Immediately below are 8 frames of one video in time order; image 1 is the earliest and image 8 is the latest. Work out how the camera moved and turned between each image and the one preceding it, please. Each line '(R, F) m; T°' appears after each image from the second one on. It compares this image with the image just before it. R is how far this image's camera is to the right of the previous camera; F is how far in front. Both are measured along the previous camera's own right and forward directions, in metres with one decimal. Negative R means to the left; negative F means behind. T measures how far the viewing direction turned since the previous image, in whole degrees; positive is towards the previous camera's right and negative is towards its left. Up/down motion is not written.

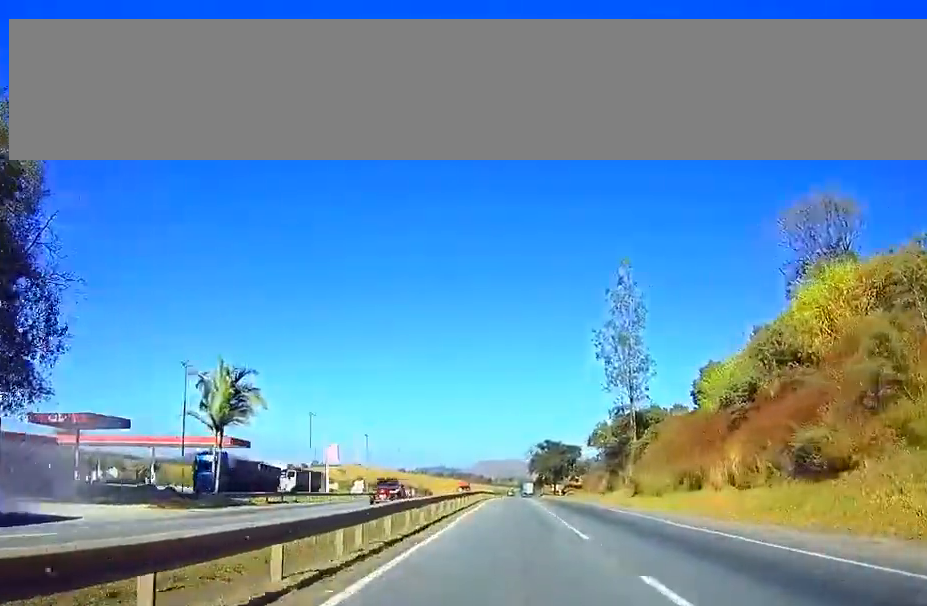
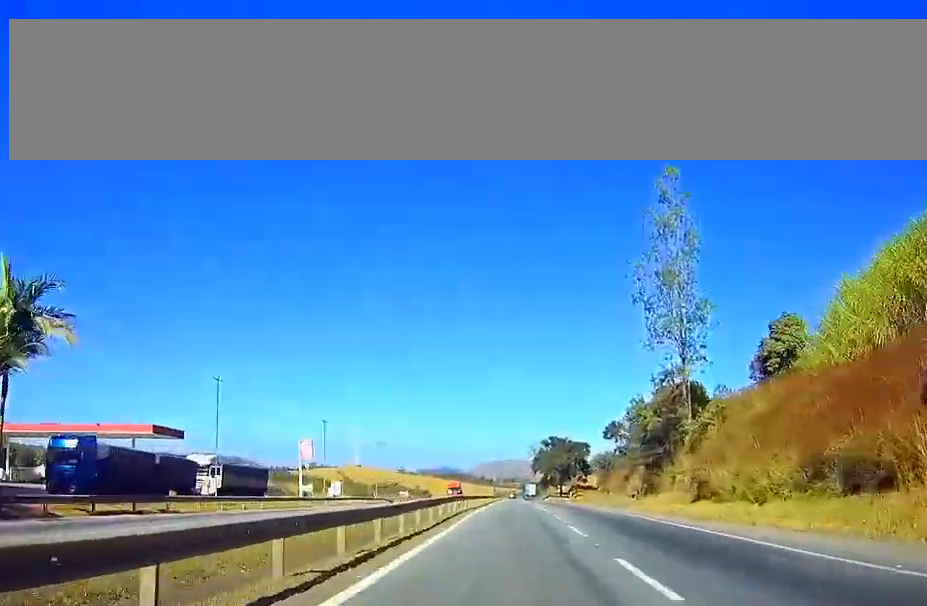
(0.0, +26.0) m; 0°
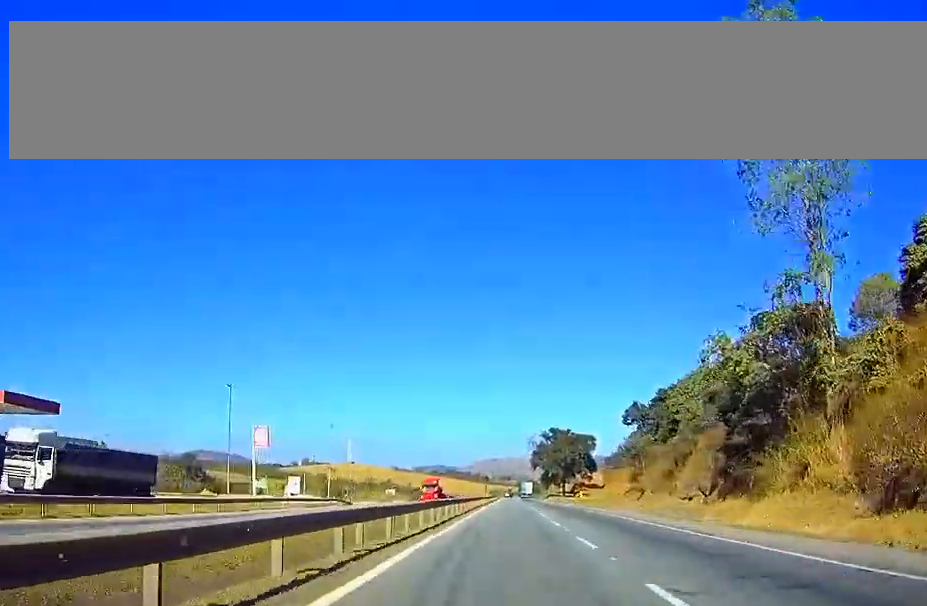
(0.0, +28.1) m; 0°
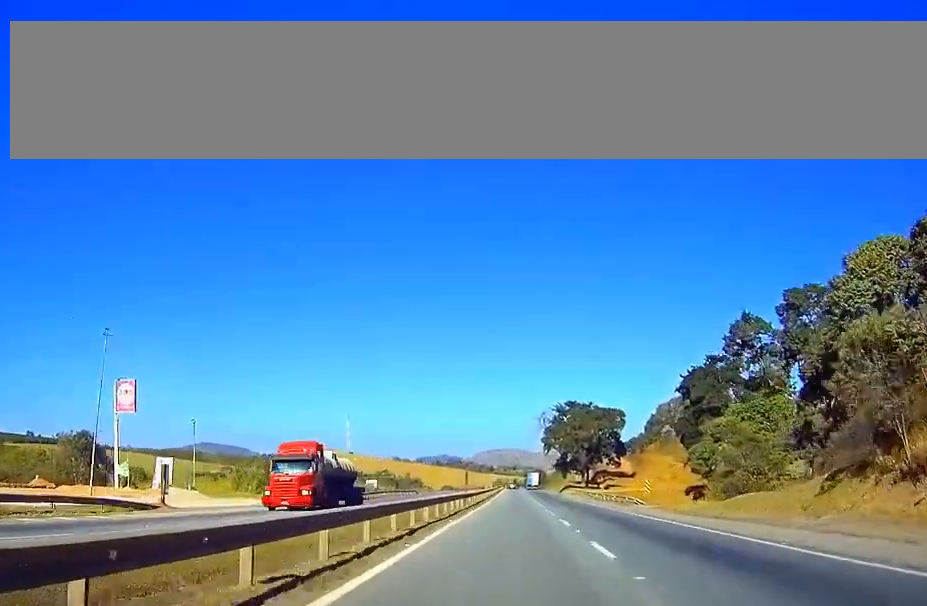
(-0.1, +51.6) m; 0°
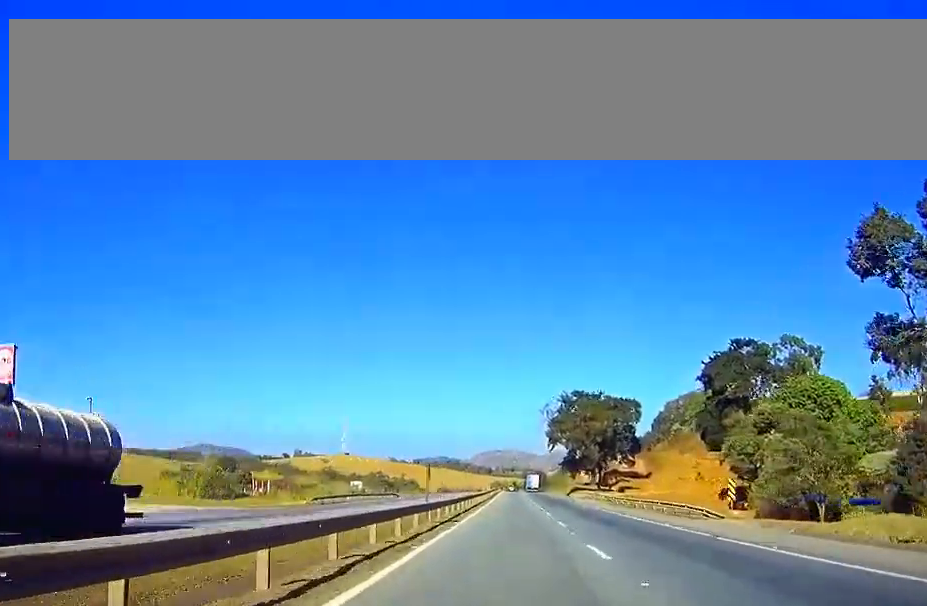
(0.0, +23.5) m; 0°
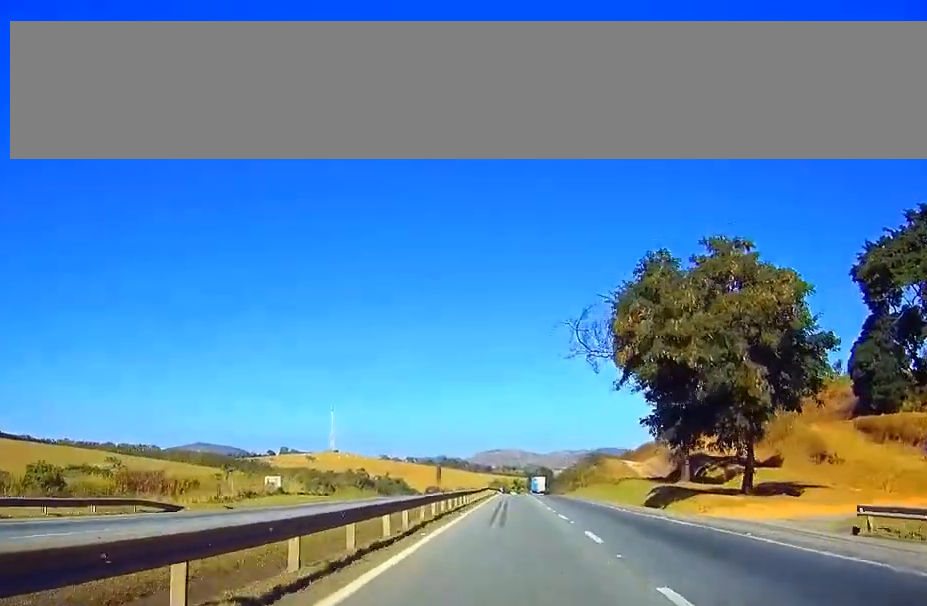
(-0.1, +83.3) m; 0°
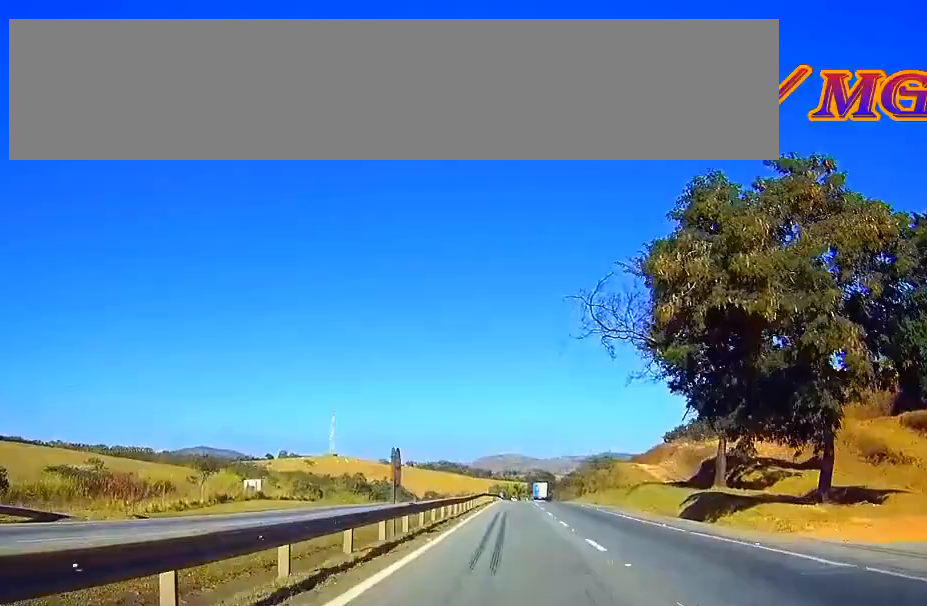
(0.0, +12.5) m; 0°
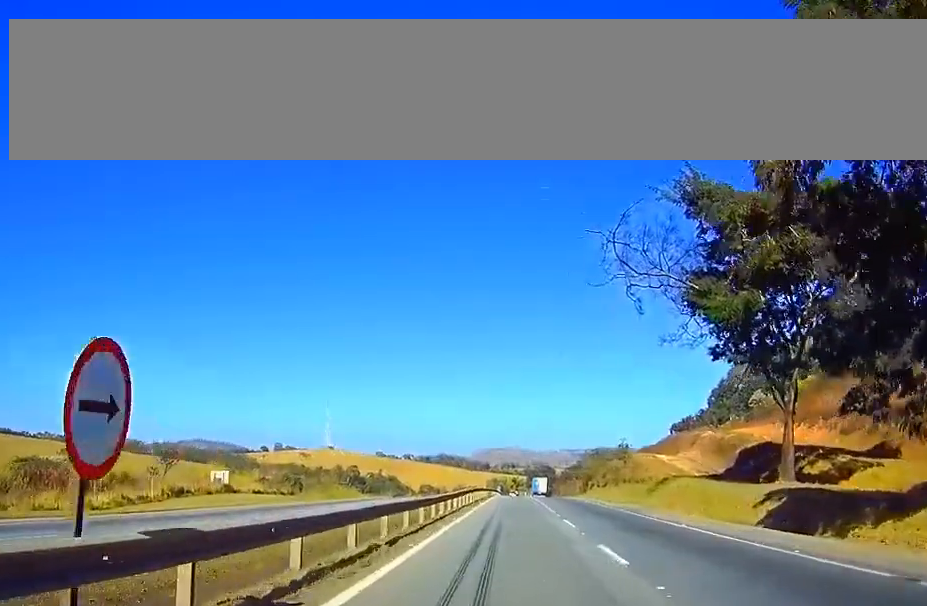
(0.0, +15.5) m; 0°
